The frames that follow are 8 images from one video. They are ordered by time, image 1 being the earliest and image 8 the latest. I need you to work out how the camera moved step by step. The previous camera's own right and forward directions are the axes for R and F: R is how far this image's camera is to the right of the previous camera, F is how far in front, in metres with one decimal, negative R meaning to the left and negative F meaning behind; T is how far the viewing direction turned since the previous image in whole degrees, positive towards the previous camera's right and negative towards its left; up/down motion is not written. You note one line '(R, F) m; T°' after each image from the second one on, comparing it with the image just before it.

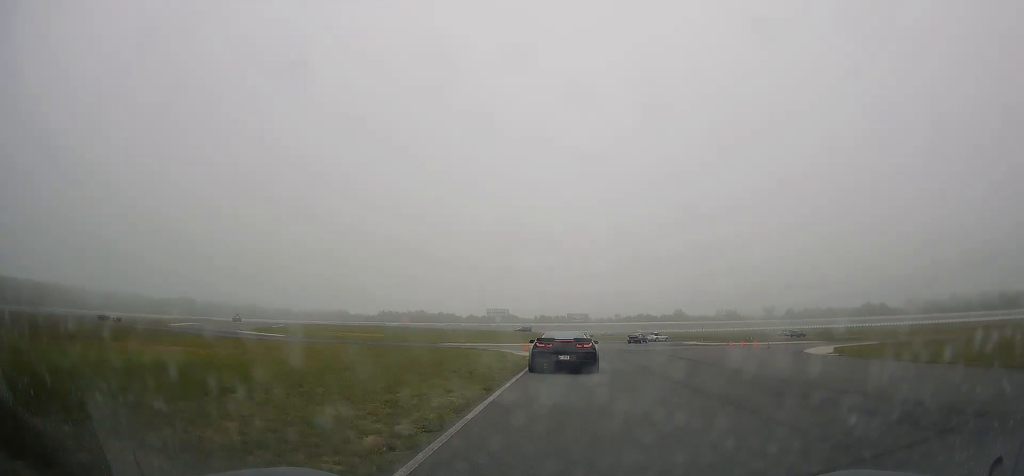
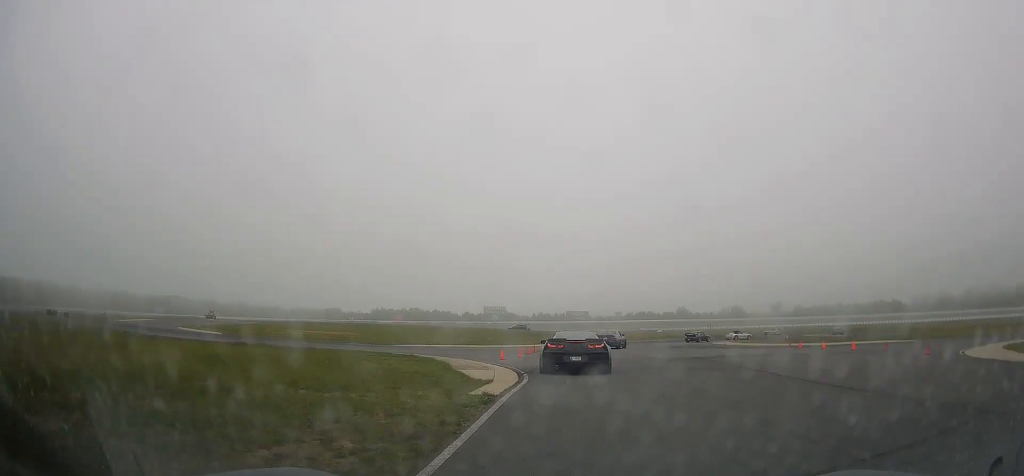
(+0.2, +16.1) m; +2°
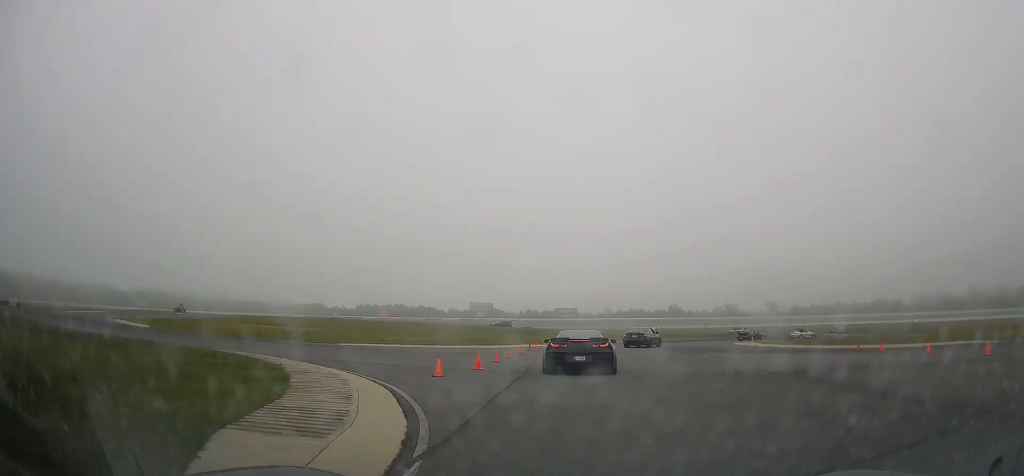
(+0.1, +11.7) m; +1°
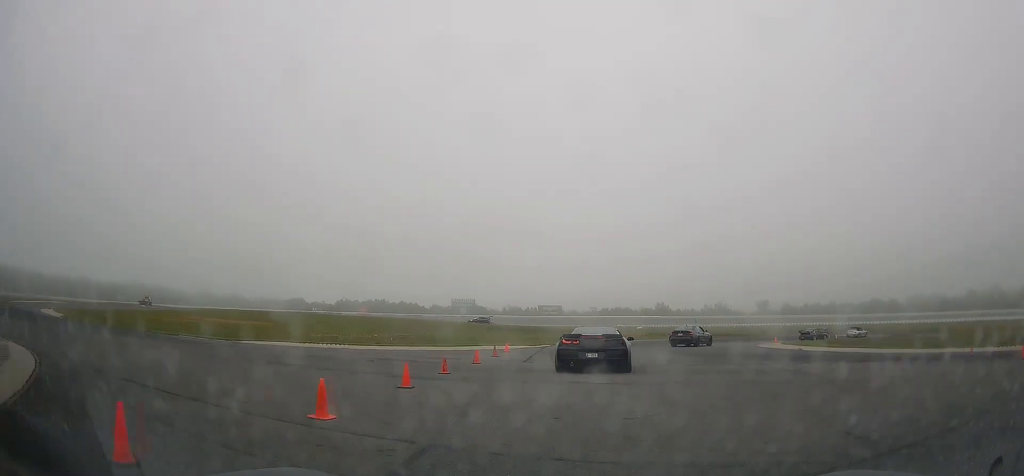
(+0.2, +10.8) m; +2°
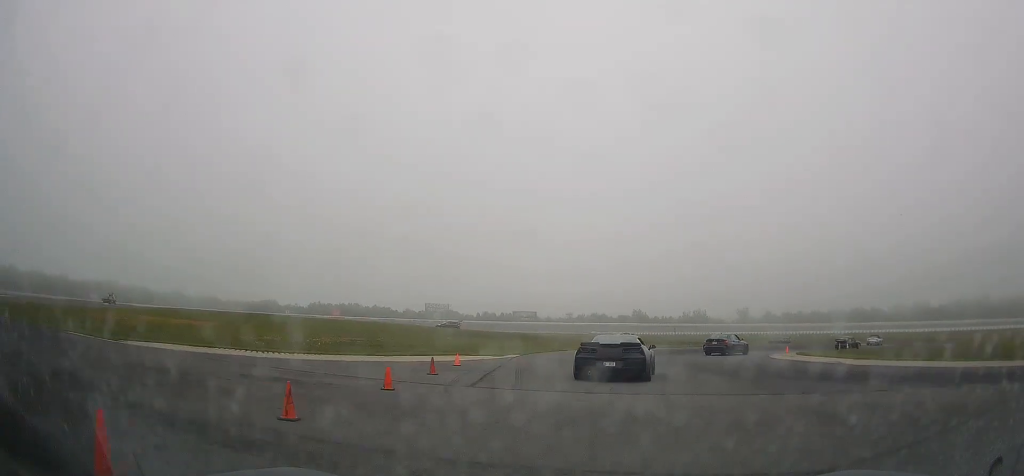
(-0.1, +7.8) m; +2°
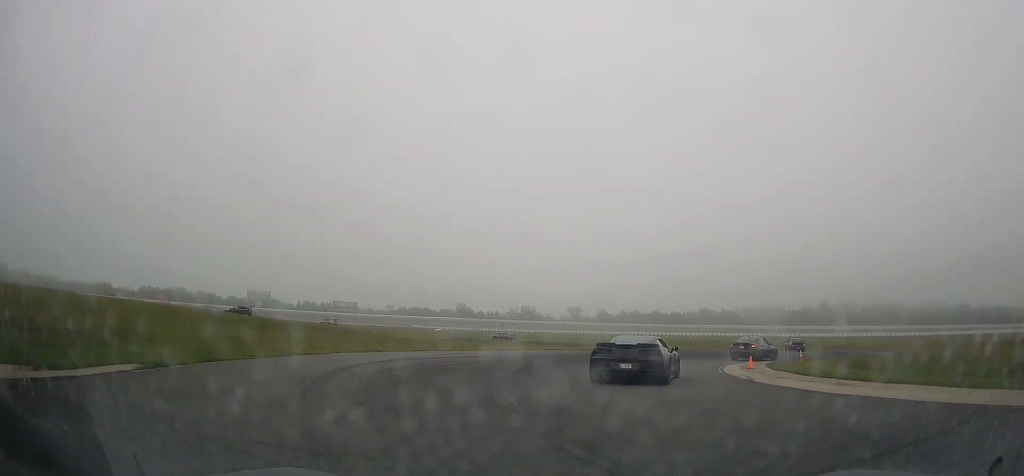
(+2.3, +20.3) m; +16°
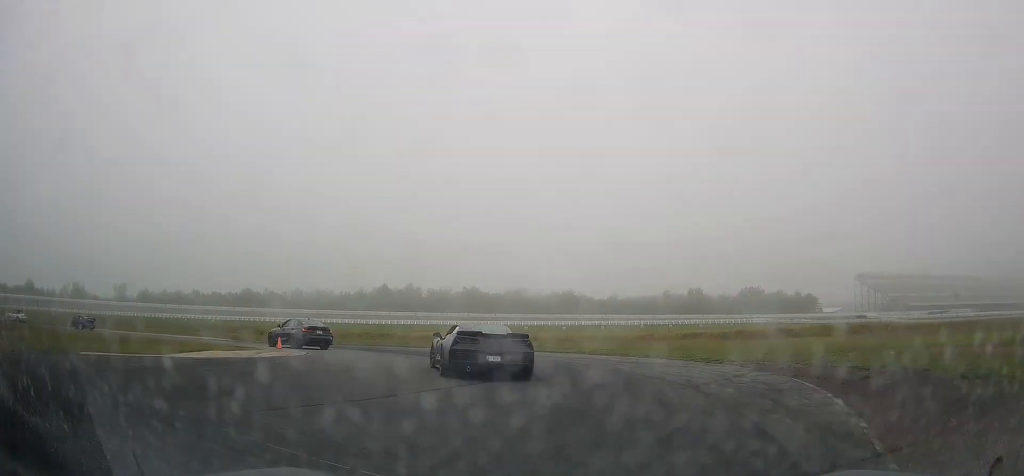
(+15.5, +36.3) m; +36°
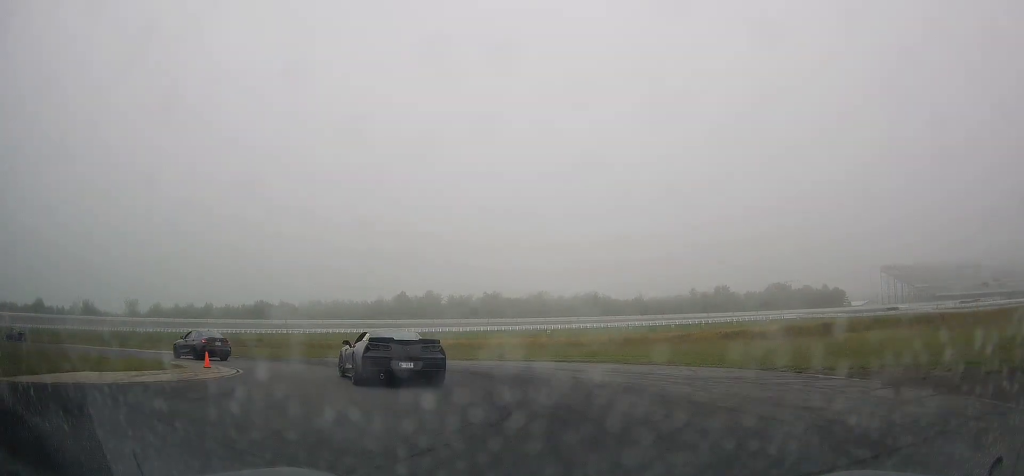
(+0.1, +6.3) m; -7°
